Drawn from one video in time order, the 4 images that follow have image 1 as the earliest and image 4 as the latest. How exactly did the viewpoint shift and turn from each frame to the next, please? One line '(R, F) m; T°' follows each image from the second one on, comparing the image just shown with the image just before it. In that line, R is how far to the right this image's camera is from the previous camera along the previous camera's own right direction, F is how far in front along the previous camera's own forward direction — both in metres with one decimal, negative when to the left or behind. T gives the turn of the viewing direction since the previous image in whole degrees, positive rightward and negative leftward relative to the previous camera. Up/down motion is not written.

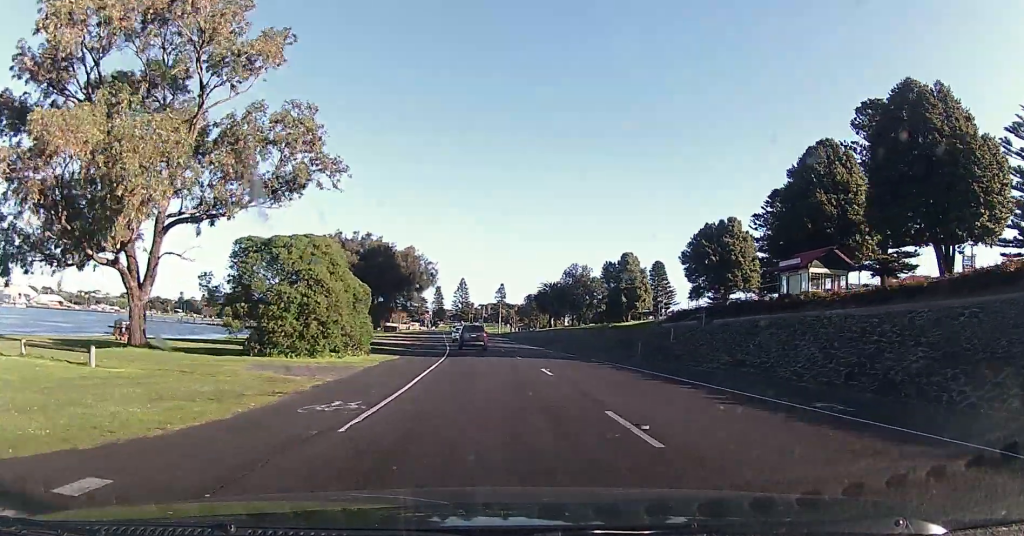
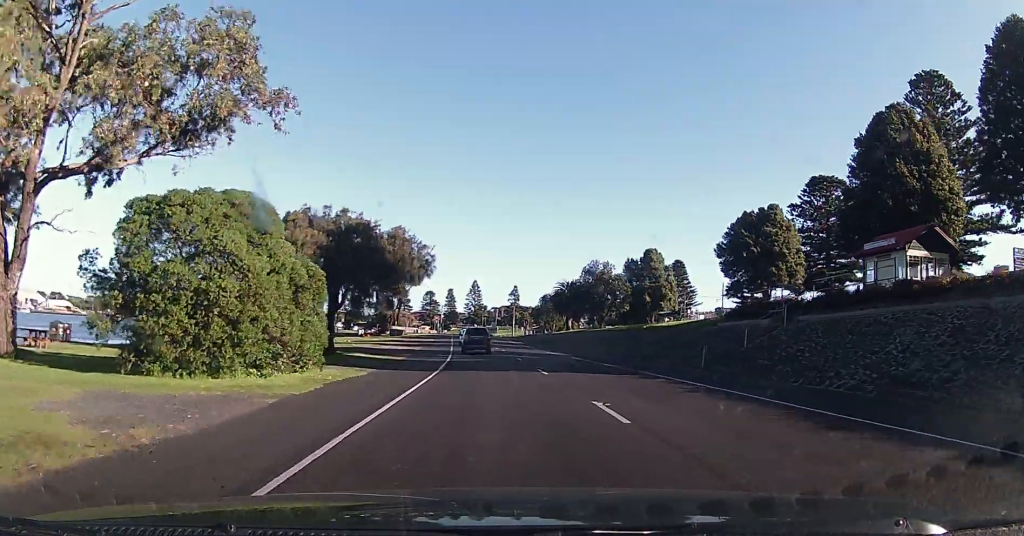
(-0.3, +9.9) m; 0°
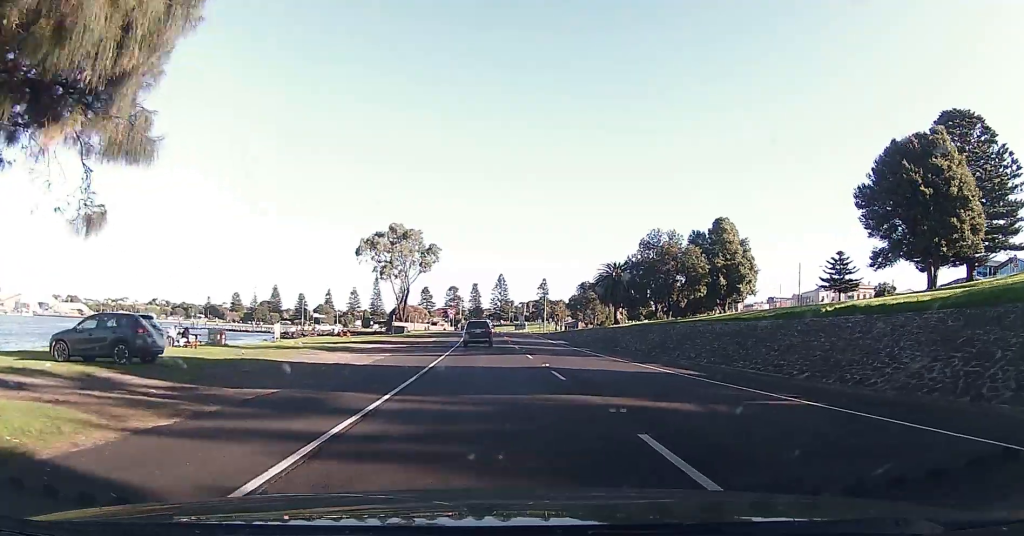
(-0.7, +28.8) m; -2°
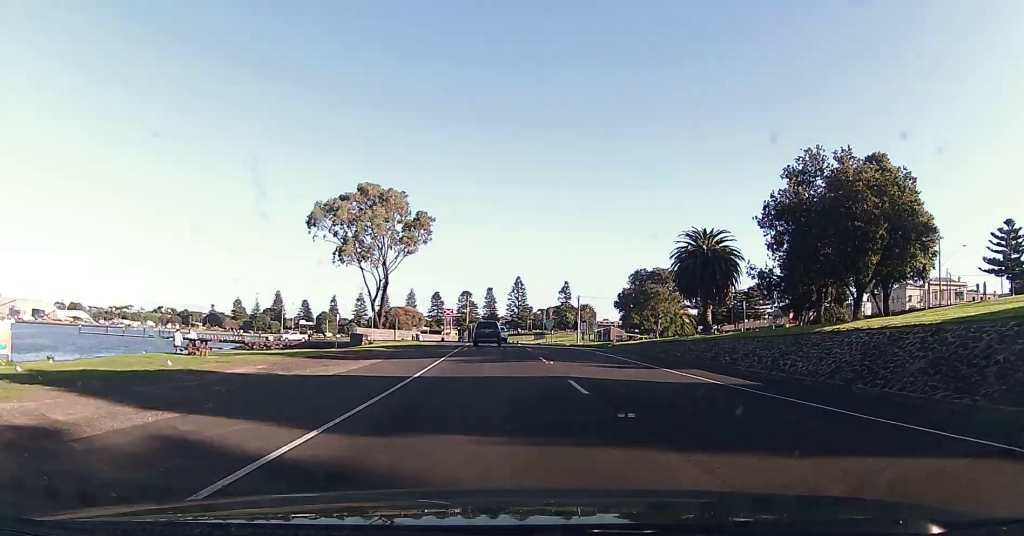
(-1.3, +40.3) m; -4°
